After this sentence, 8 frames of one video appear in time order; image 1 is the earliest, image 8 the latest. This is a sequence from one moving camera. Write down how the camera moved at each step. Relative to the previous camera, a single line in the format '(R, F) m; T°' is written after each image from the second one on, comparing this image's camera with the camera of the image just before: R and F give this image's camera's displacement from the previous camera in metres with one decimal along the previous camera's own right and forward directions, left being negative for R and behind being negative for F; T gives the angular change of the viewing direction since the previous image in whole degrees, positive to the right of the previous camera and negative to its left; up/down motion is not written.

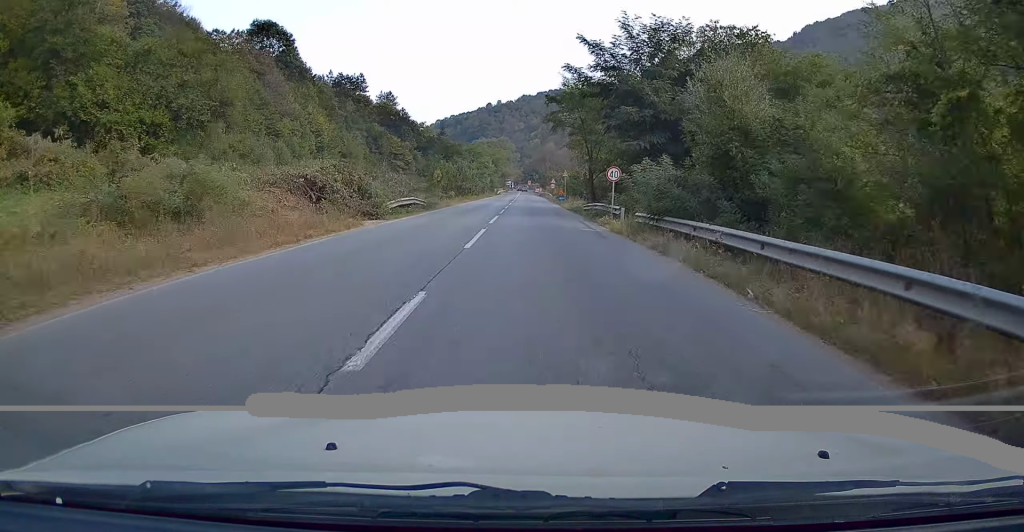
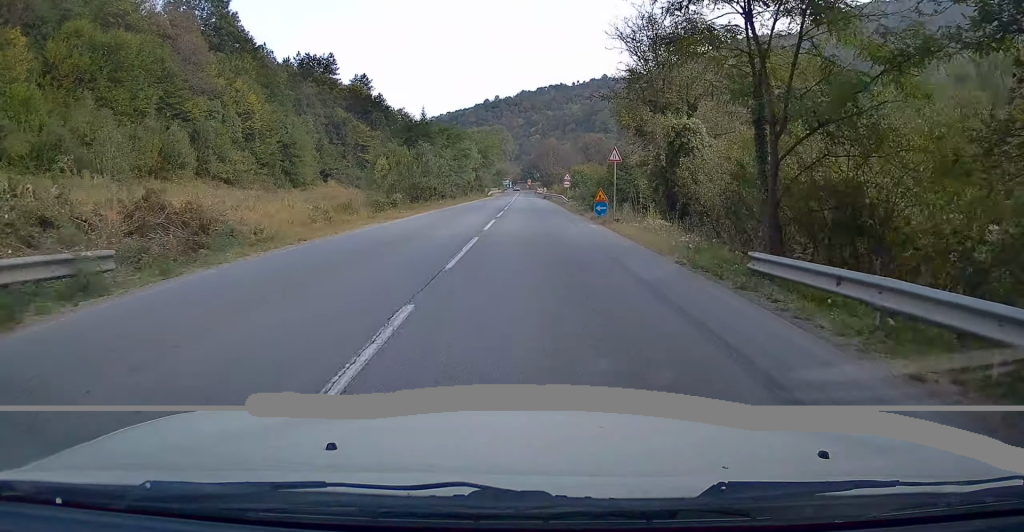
(+0.2, +31.0) m; -1°
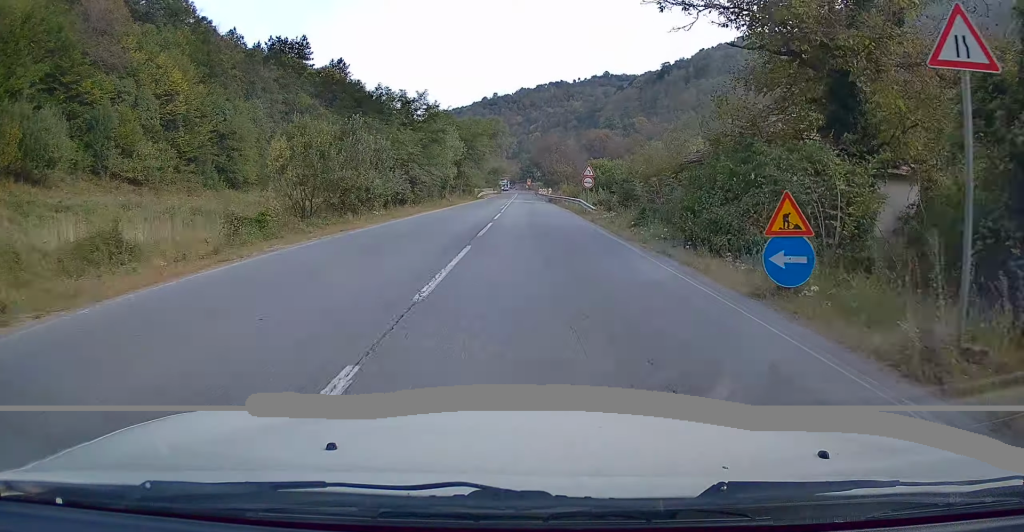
(-0.3, +21.1) m; 0°
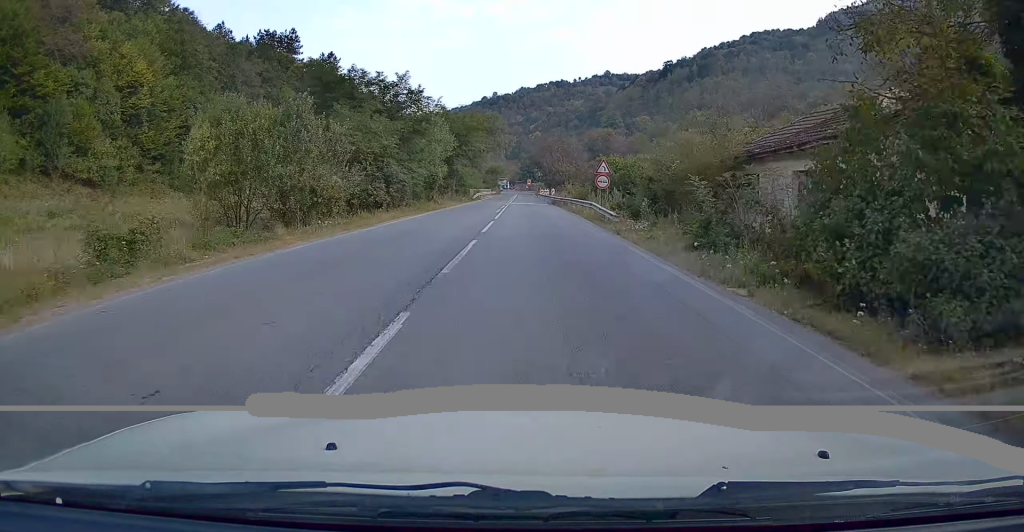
(+0.1, +7.3) m; 0°
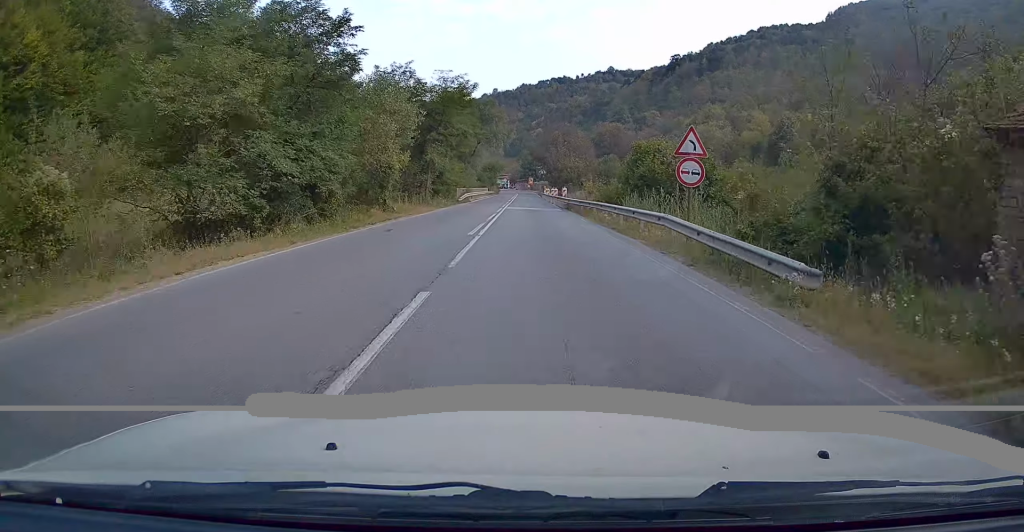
(+0.2, +17.1) m; +1°
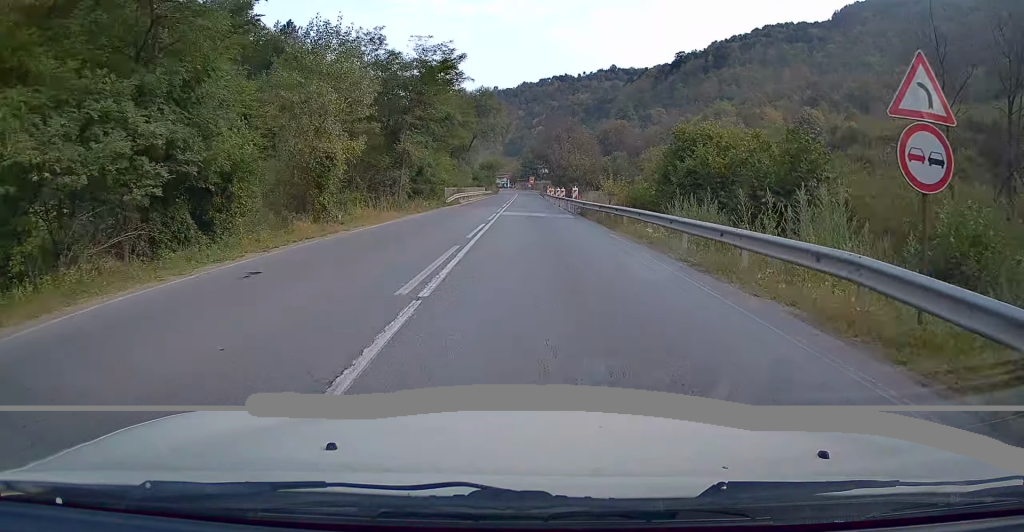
(+0.1, +9.7) m; 0°
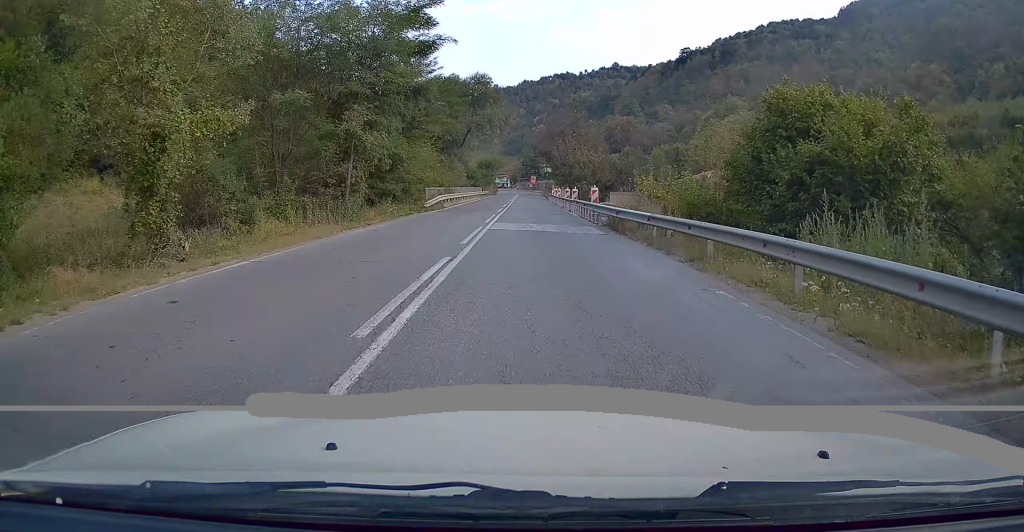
(0.0, +10.5) m; 0°
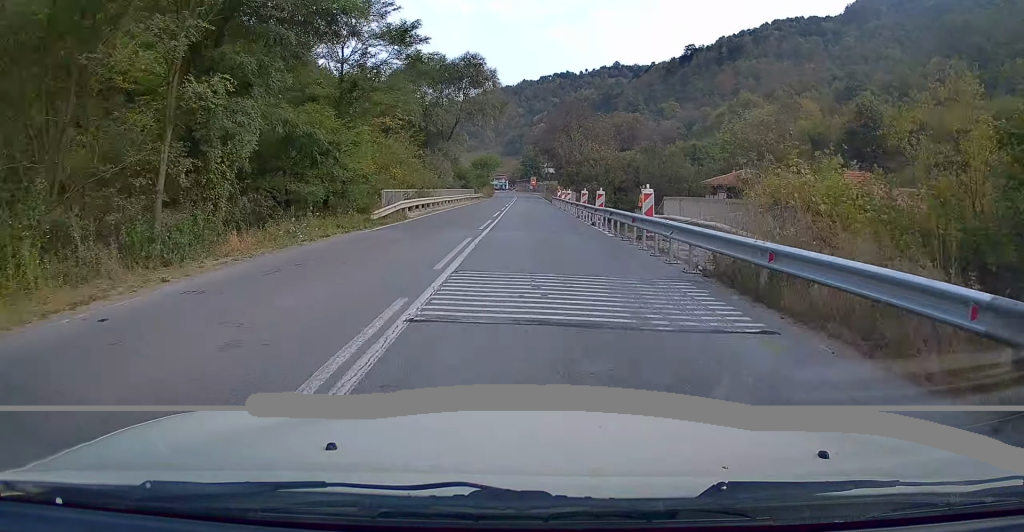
(0.0, +12.9) m; 0°
